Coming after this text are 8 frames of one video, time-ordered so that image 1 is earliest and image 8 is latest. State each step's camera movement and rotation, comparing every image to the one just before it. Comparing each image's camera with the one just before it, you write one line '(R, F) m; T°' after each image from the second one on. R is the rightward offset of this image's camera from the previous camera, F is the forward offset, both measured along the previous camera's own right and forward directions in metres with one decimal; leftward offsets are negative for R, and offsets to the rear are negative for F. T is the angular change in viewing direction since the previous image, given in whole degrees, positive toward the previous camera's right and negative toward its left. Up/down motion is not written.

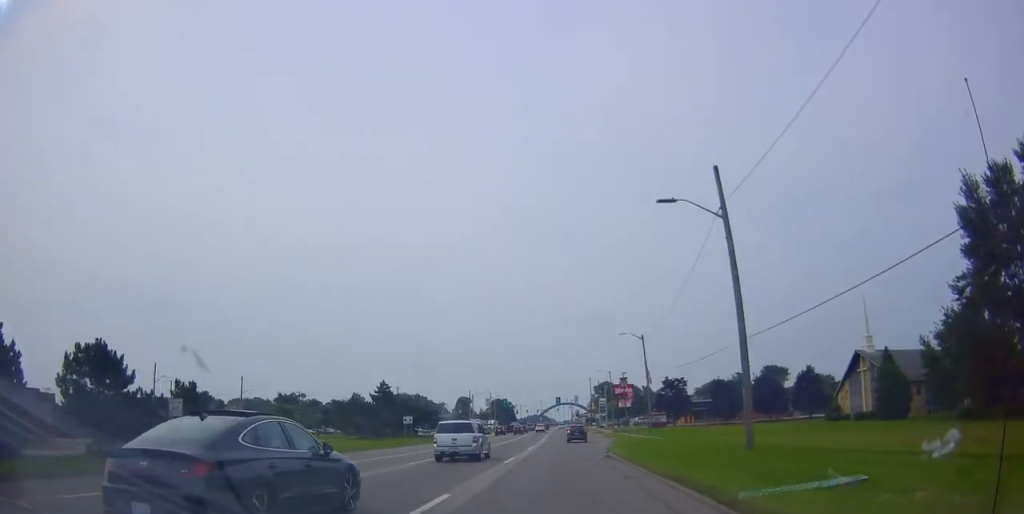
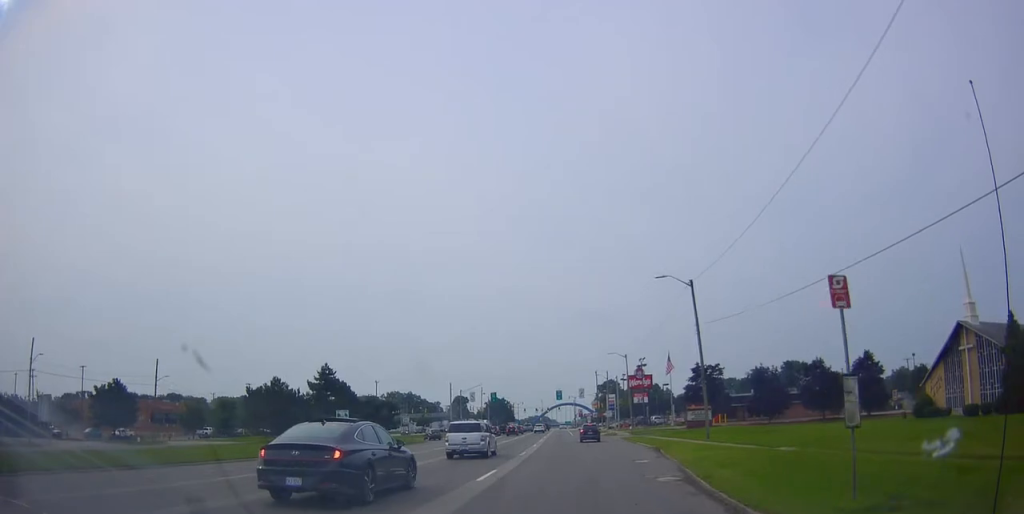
(-0.4, +25.5) m; +1°
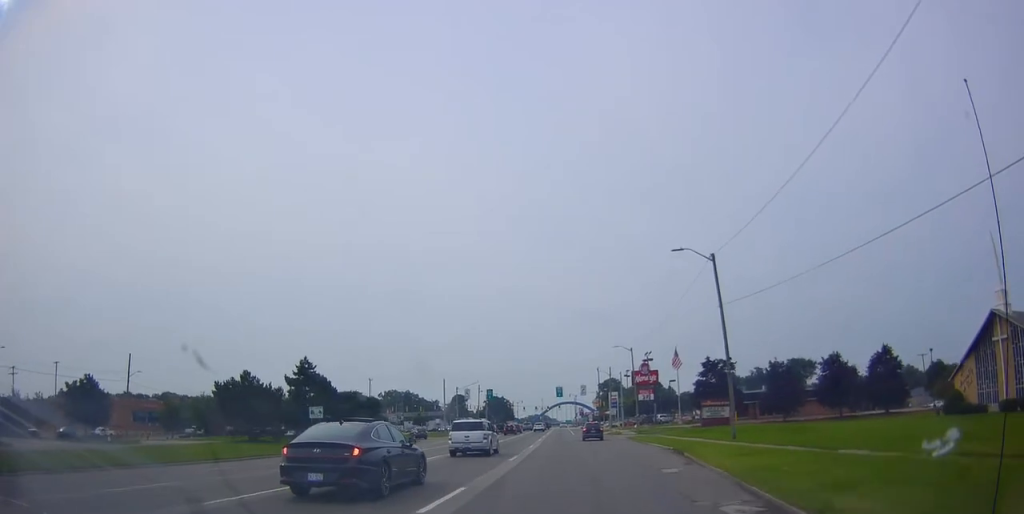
(+0.1, +6.4) m; 0°
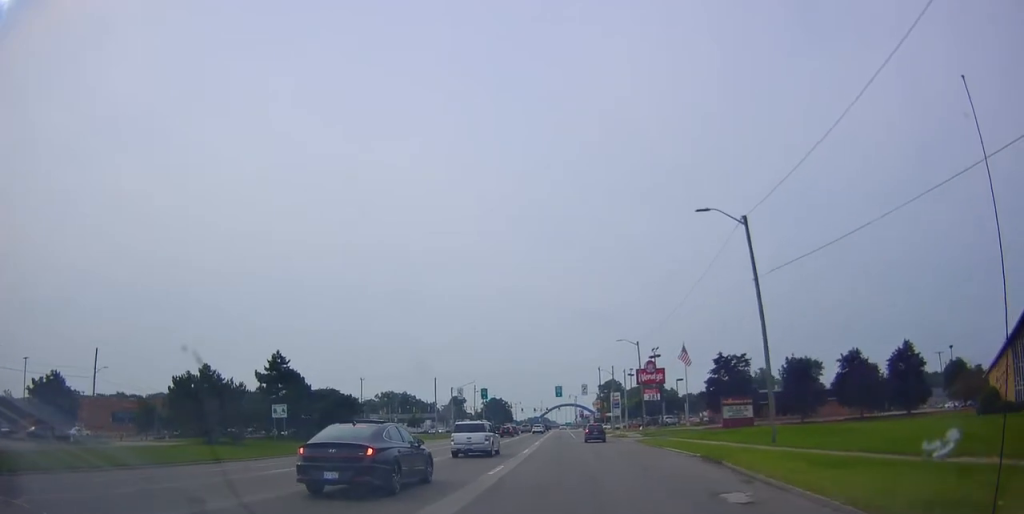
(+0.2, +6.8) m; -1°
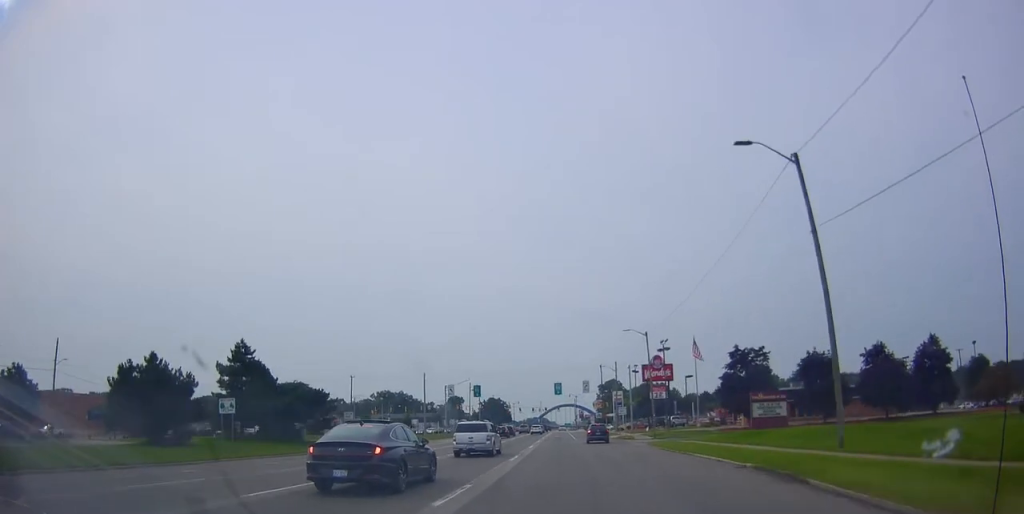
(+0.2, +7.3) m; -1°
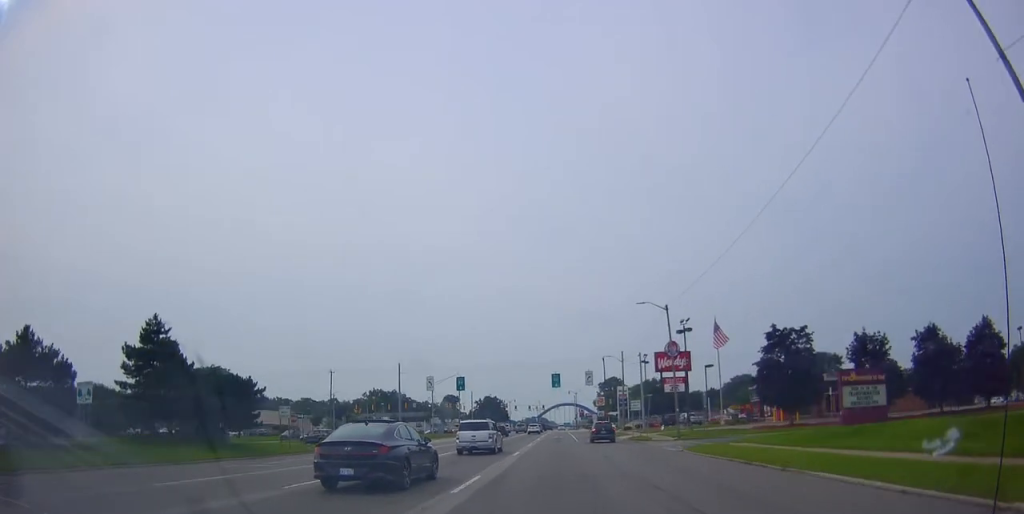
(-0.7, +12.8) m; -2°
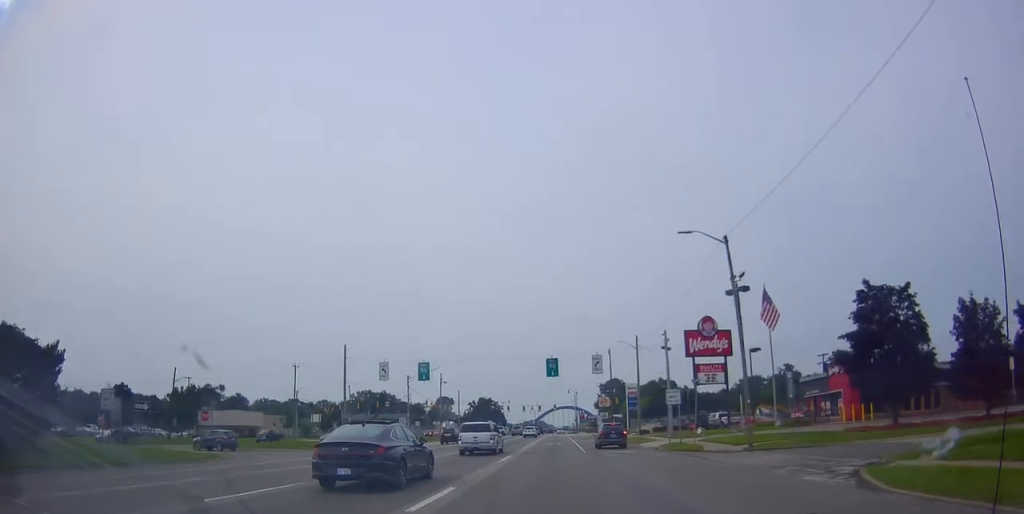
(+0.1, +18.9) m; +1°
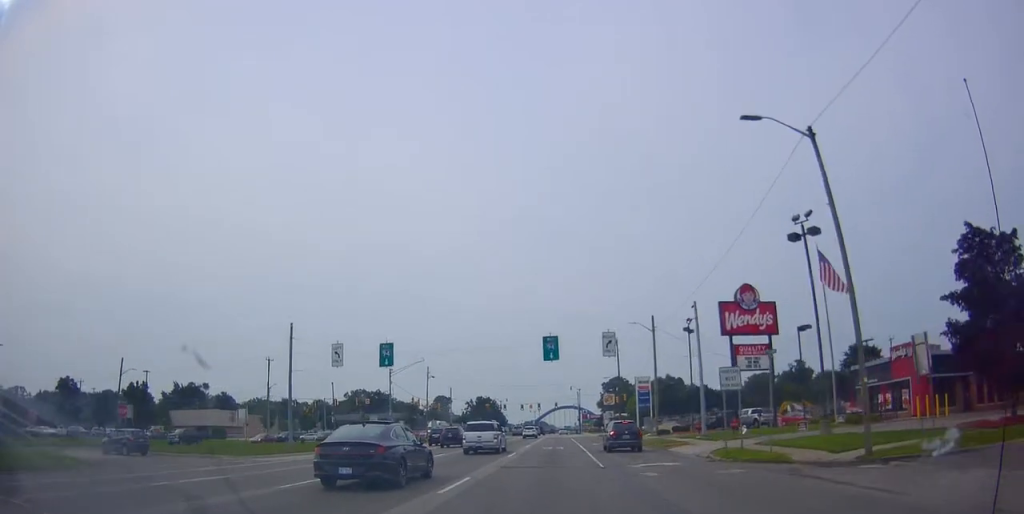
(+0.3, +12.2) m; 0°
